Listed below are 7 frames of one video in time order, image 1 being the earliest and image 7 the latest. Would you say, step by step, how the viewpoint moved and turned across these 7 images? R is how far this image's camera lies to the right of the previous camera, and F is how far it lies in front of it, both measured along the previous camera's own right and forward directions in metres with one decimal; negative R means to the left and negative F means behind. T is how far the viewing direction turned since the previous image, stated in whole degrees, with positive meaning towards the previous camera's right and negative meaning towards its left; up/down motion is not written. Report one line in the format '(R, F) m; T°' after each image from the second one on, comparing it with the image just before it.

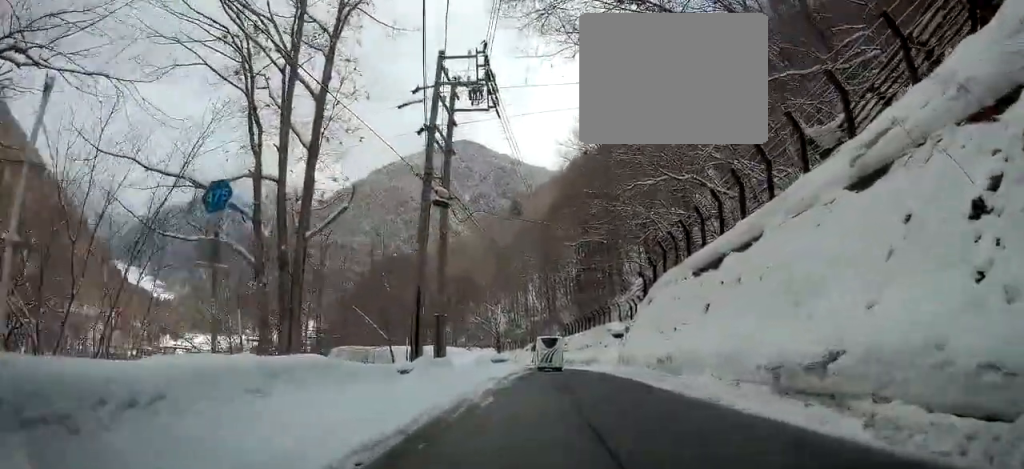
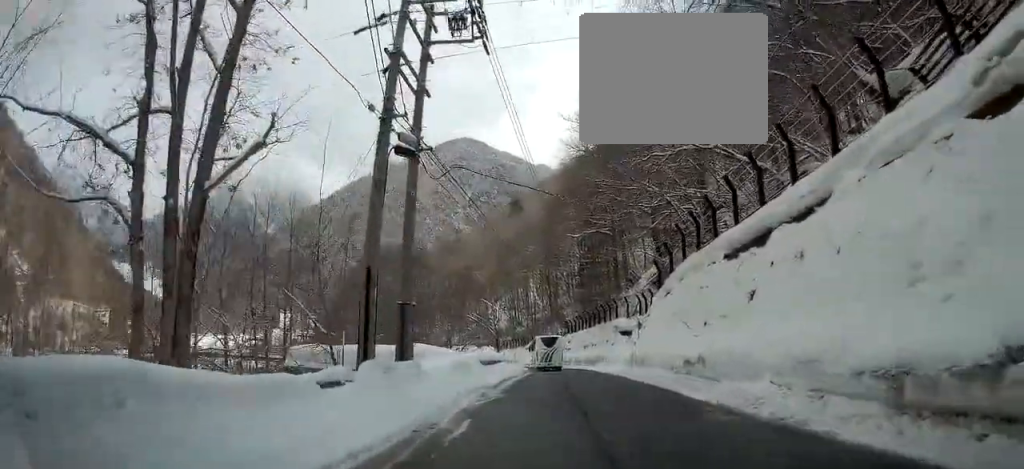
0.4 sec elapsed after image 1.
(-0.3, +4.9) m; 0°
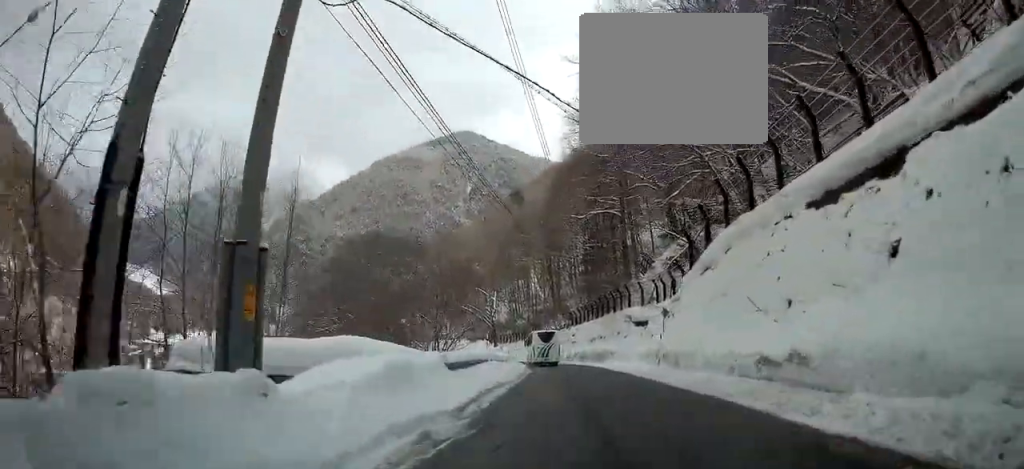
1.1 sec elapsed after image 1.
(+0.1, +7.9) m; +1°
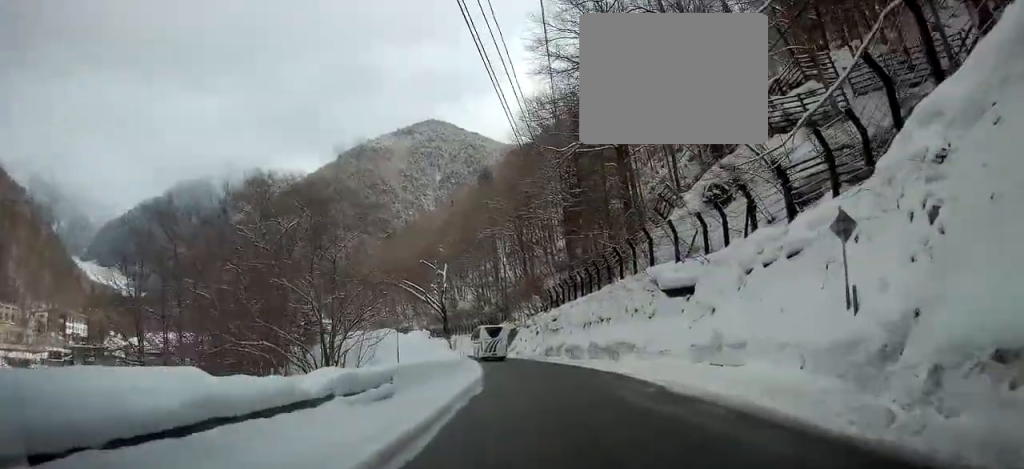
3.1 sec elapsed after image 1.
(+0.2, +22.0) m; 0°
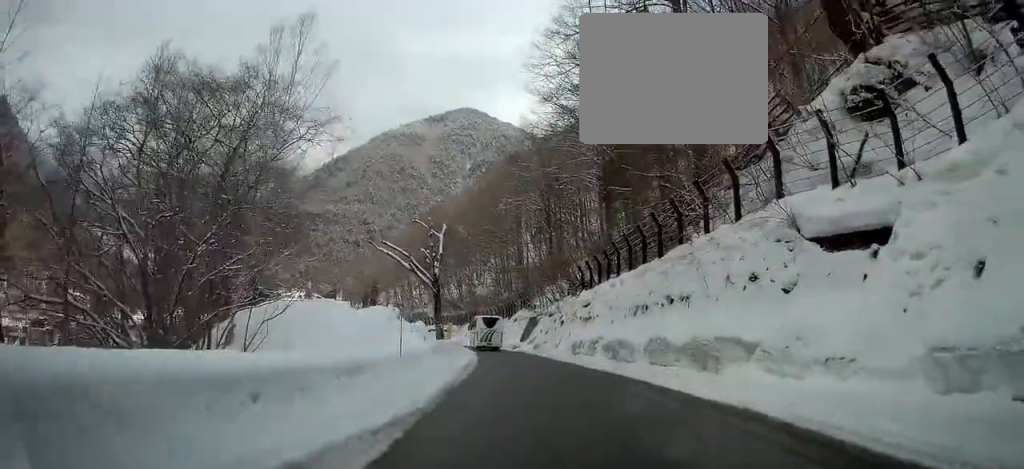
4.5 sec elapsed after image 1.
(+0.4, +15.5) m; -1°
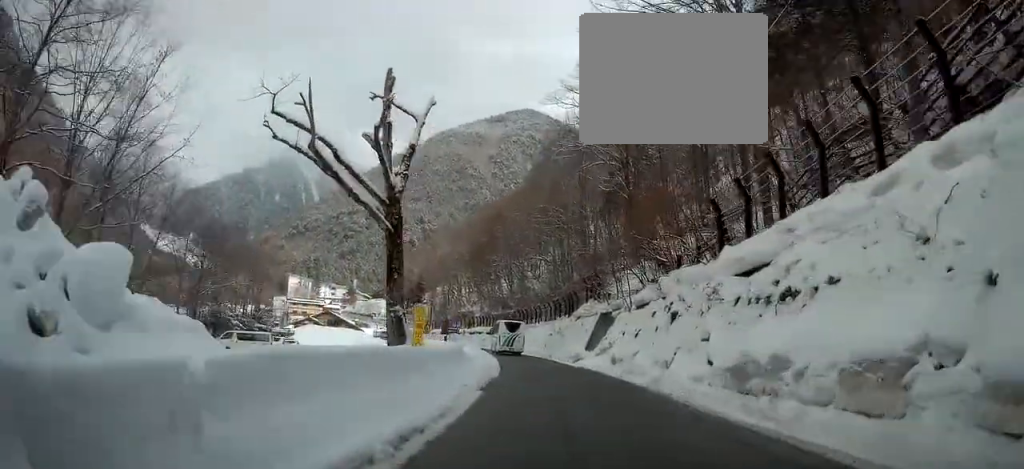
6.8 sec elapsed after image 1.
(-1.5, +25.8) m; -4°
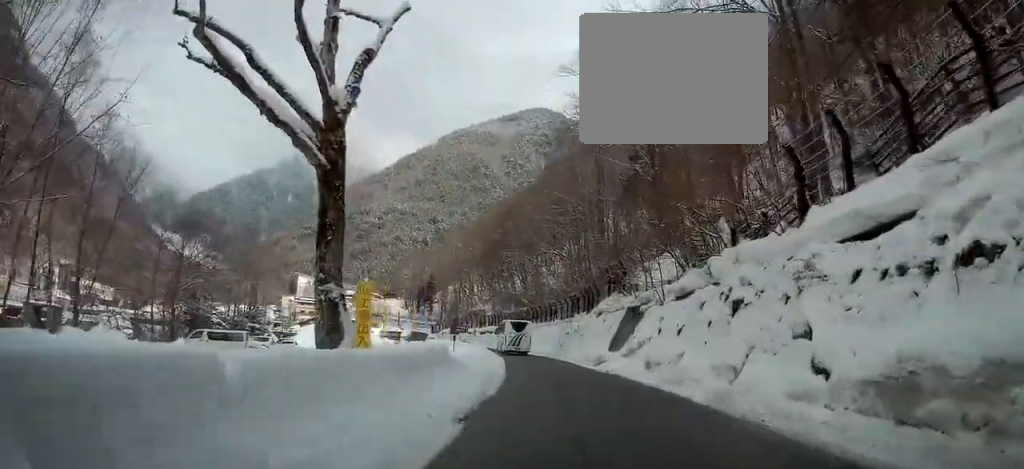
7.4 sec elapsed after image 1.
(0.0, +6.8) m; -1°
